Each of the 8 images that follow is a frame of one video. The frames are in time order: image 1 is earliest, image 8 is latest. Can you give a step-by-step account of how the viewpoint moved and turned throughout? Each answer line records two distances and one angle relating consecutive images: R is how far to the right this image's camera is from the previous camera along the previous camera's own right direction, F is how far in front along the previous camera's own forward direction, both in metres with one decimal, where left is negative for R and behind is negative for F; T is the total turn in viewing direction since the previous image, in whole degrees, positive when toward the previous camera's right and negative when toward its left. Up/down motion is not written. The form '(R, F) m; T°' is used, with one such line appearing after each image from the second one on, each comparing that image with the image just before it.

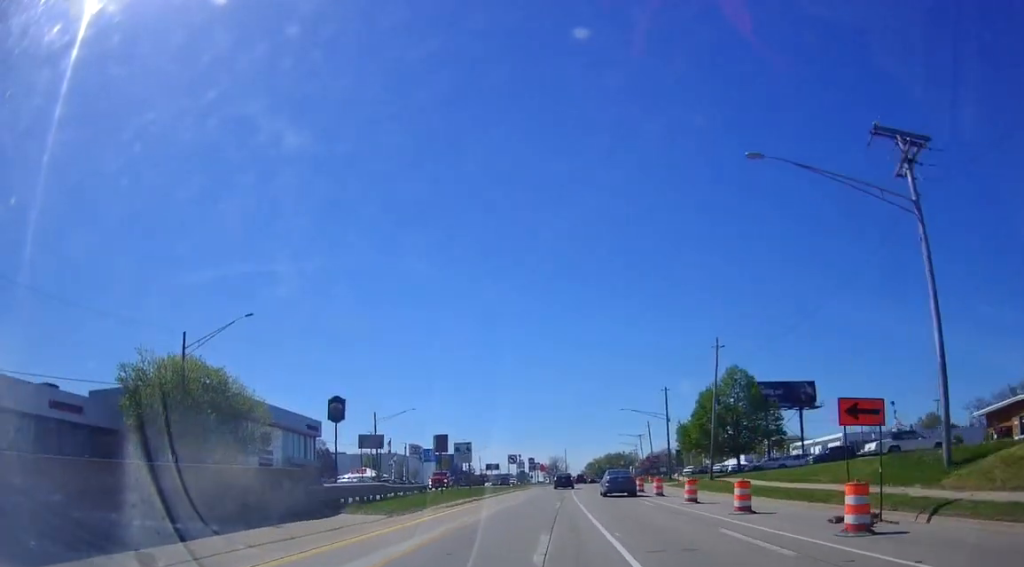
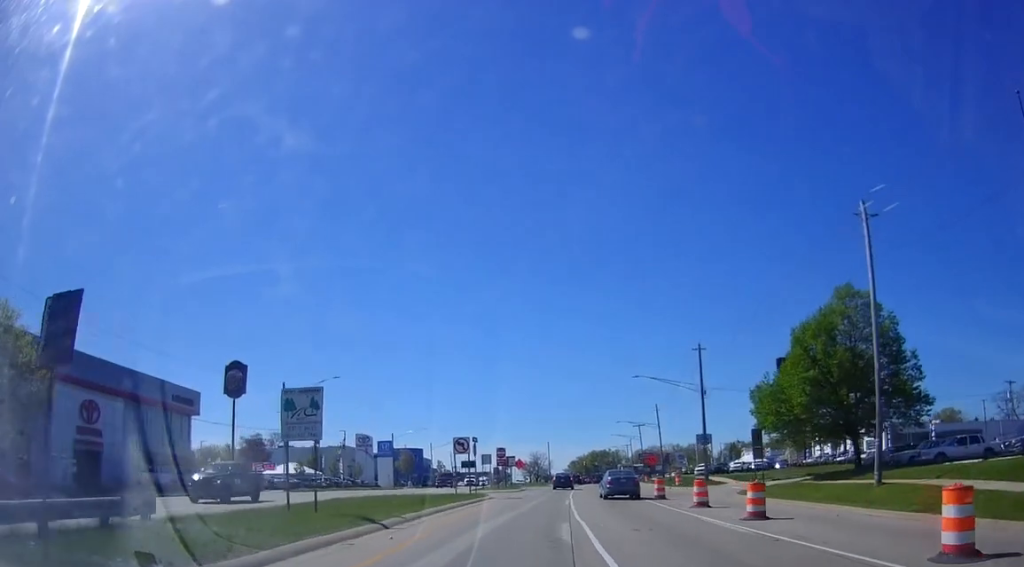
(0.0, +26.9) m; -1°
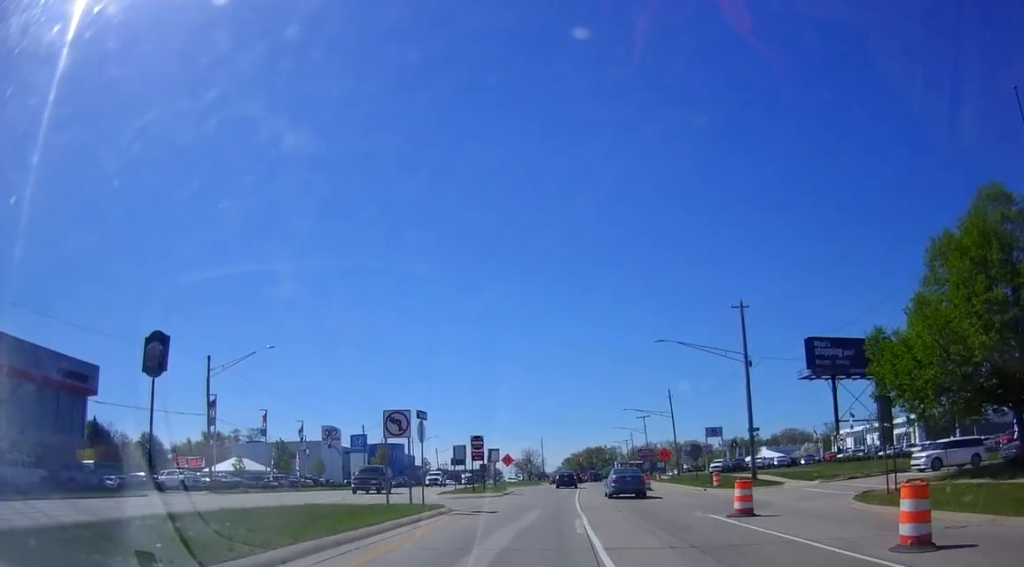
(-0.2, +14.6) m; +1°
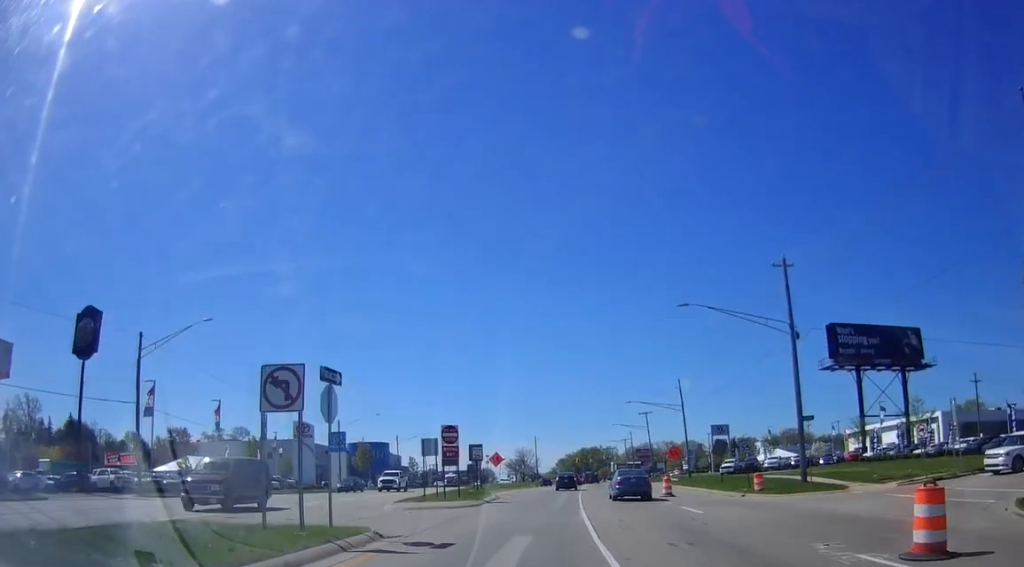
(+0.3, +9.5) m; +2°
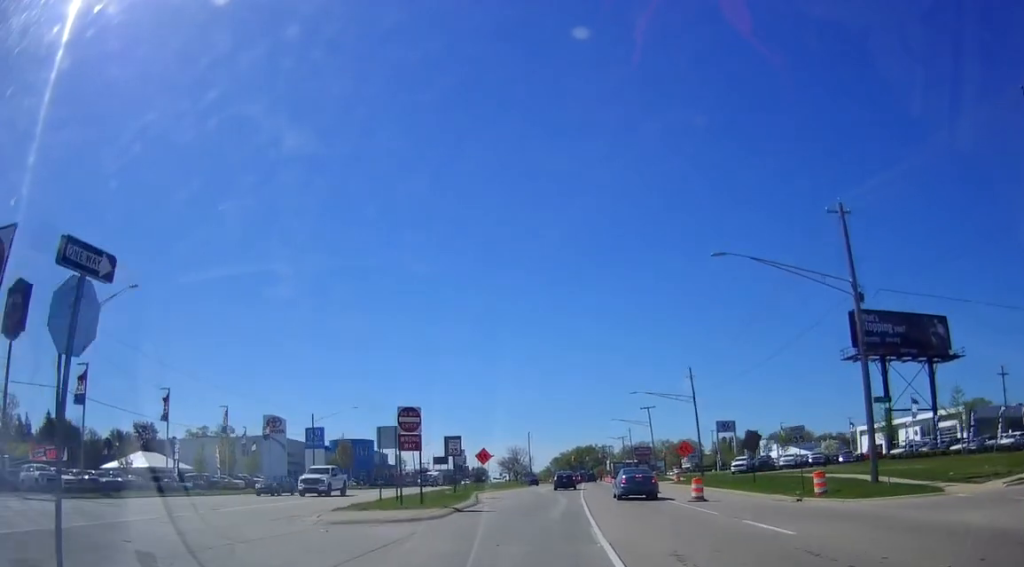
(0.0, +7.9) m; 0°
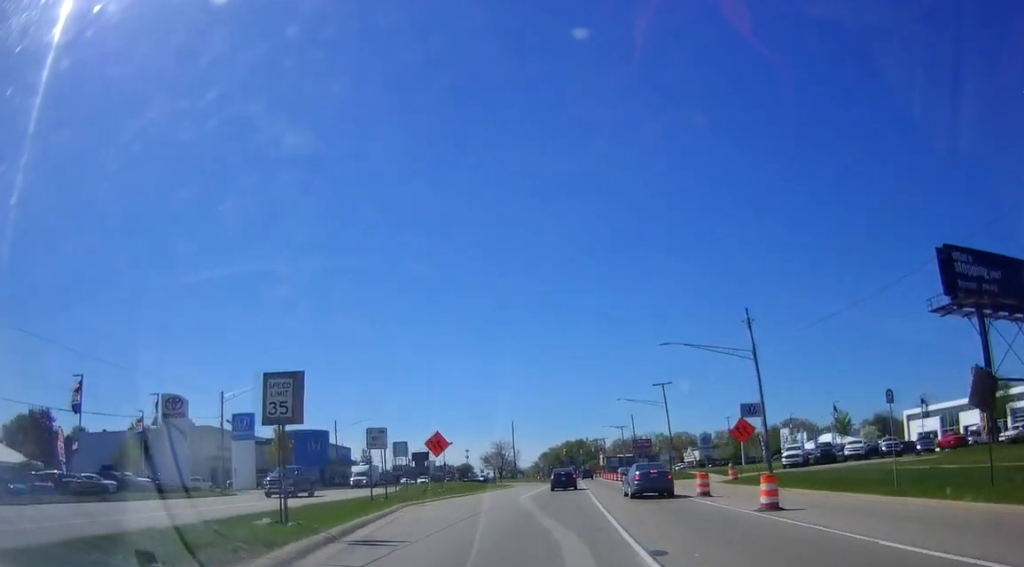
(0.0, +20.4) m; +3°
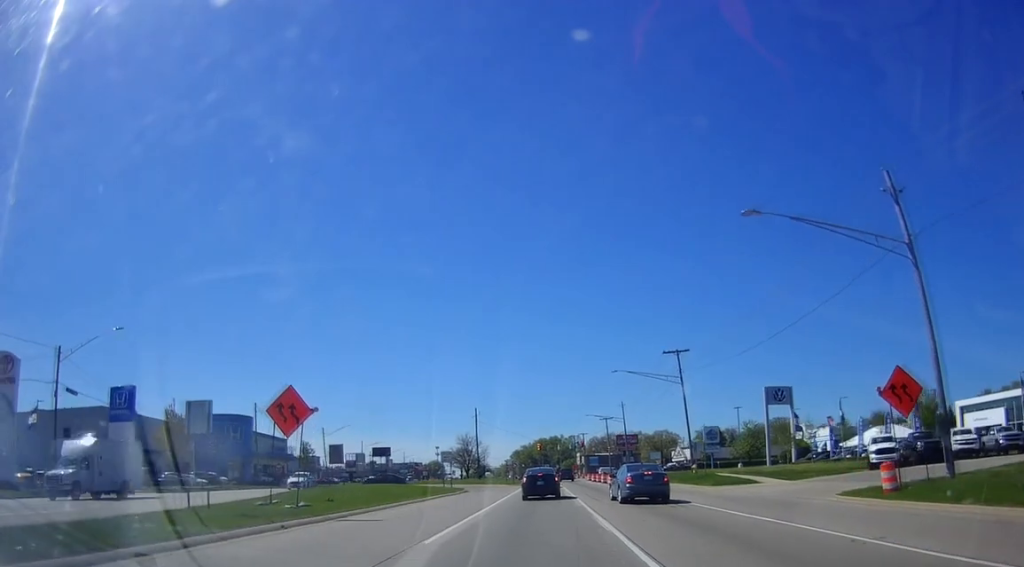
(+0.5, +18.9) m; -1°
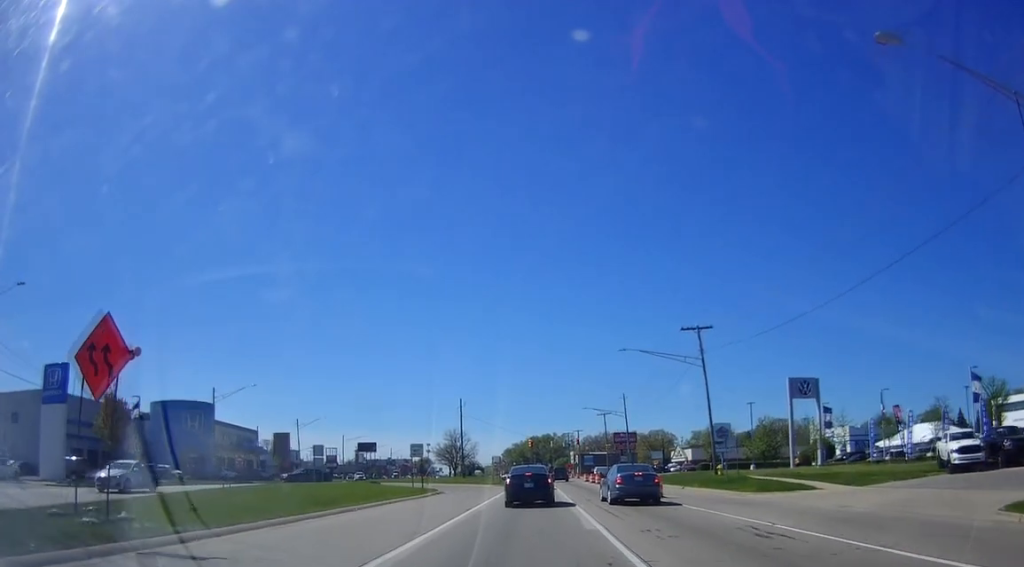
(-0.2, +8.5) m; 0°
